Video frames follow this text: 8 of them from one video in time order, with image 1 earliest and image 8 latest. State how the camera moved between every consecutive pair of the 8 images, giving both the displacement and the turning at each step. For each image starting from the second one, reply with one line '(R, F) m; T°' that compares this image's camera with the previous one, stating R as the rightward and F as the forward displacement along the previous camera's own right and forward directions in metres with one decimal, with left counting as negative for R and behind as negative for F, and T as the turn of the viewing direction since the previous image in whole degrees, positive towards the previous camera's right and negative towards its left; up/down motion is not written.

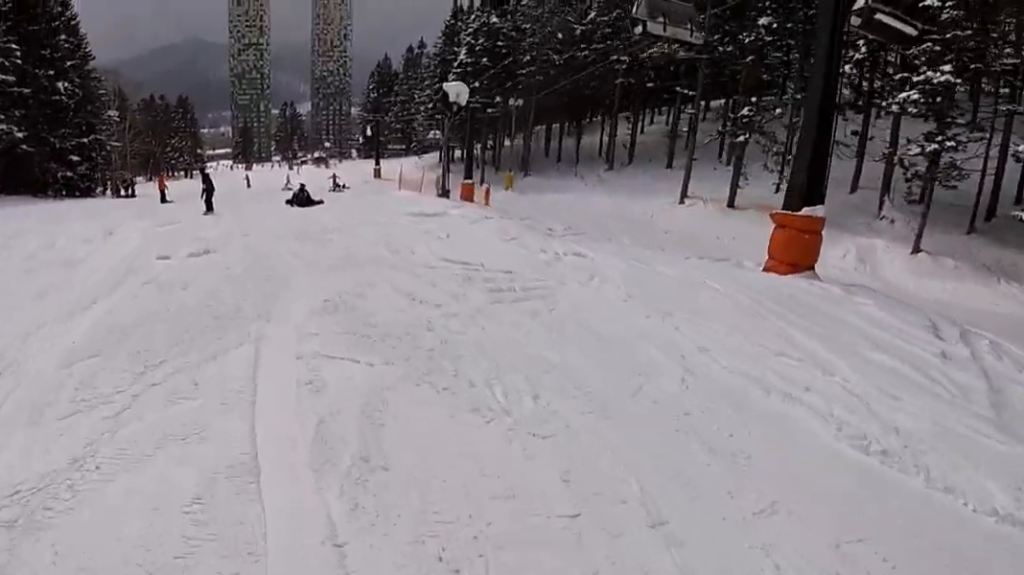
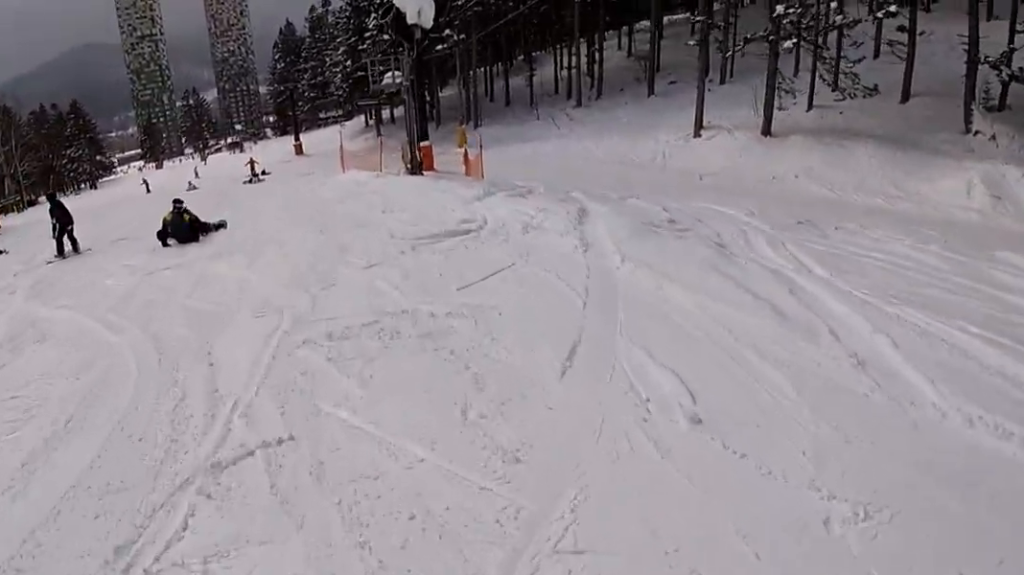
(0.0, +10.9) m; +6°
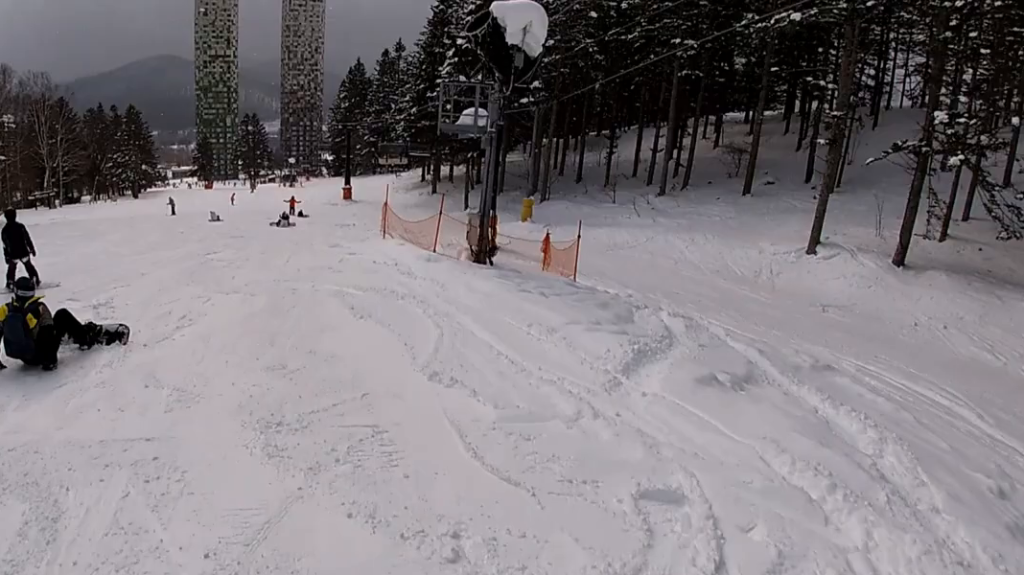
(+0.6, +6.6) m; -3°
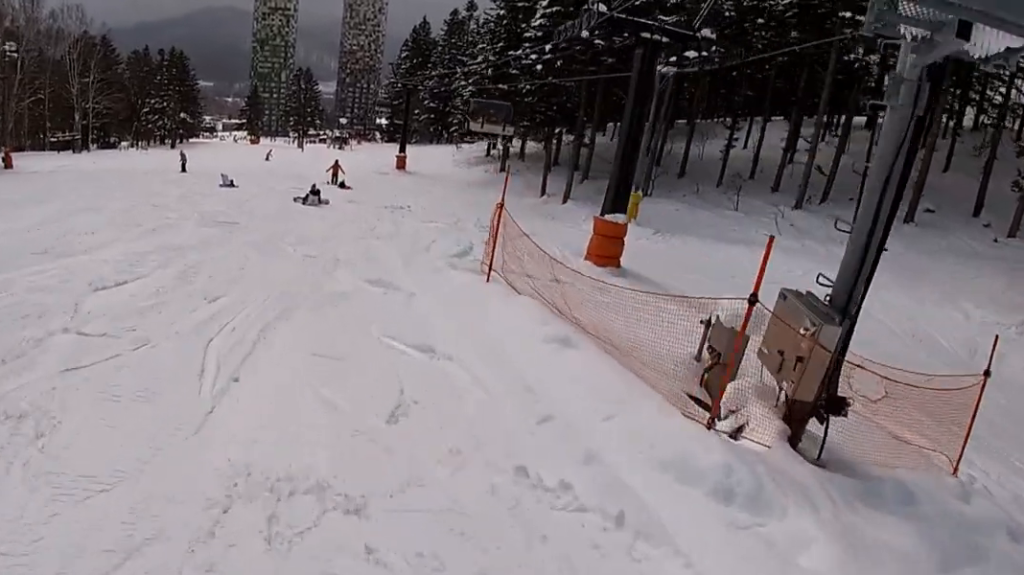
(-1.2, +9.3) m; -8°
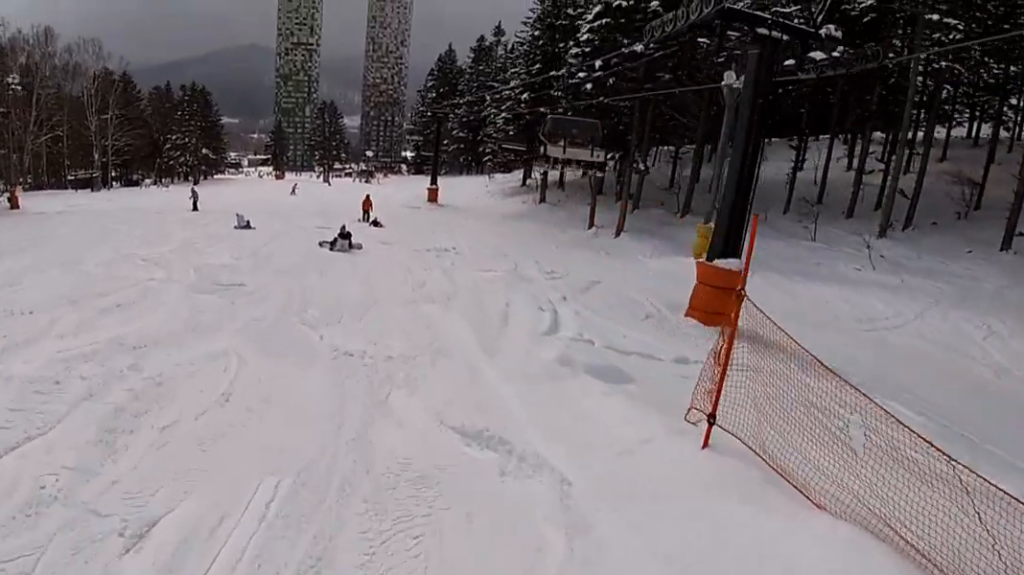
(-0.1, +4.3) m; -2°
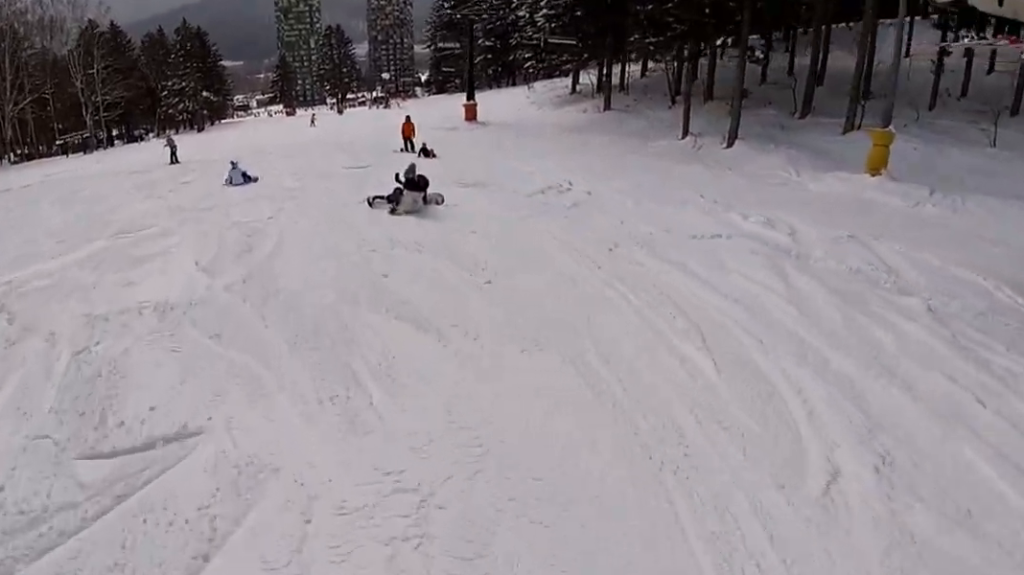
(+0.5, +8.6) m; 0°
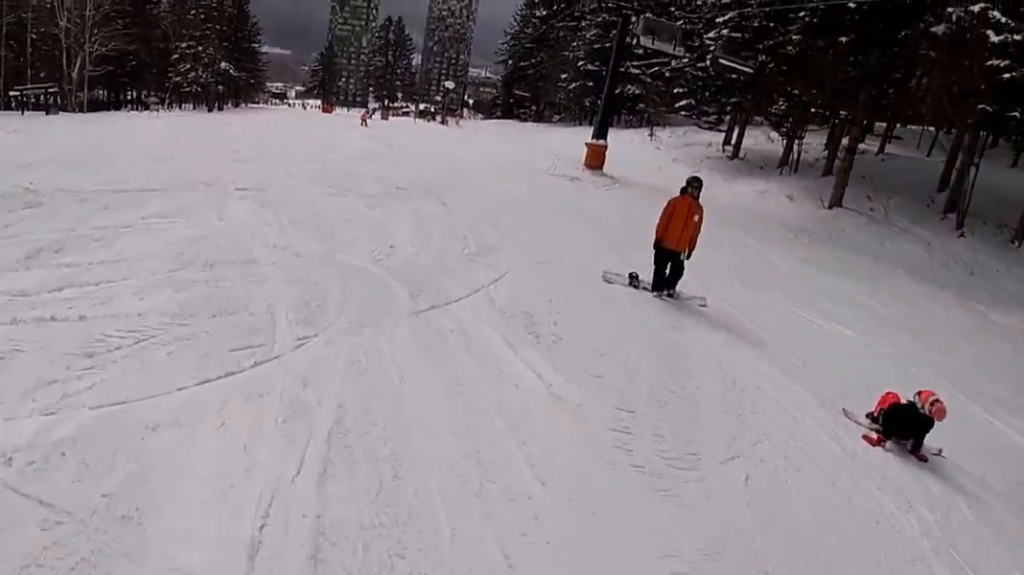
(-0.2, +20.9) m; 0°
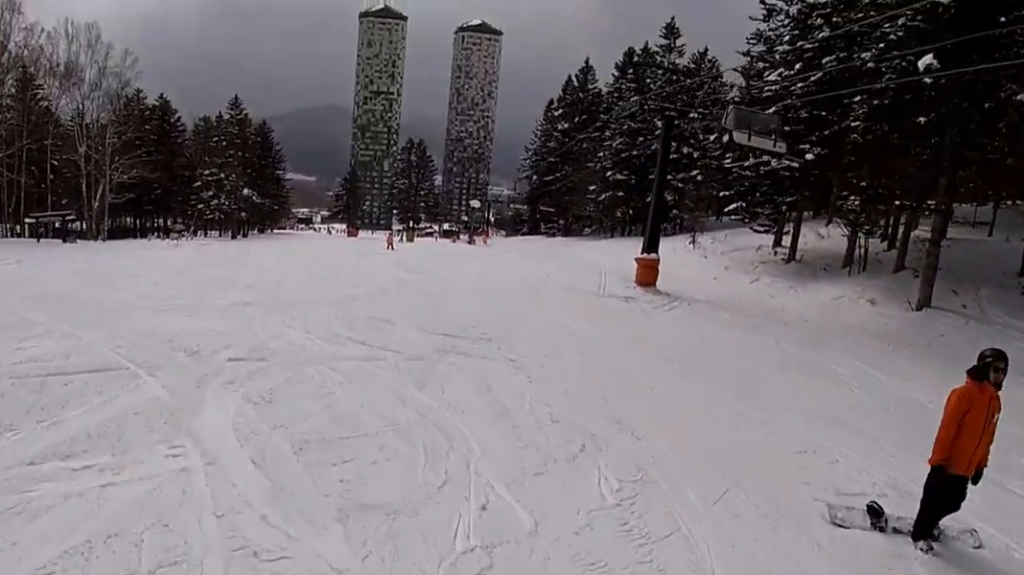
(-0.5, +4.3) m; 0°
